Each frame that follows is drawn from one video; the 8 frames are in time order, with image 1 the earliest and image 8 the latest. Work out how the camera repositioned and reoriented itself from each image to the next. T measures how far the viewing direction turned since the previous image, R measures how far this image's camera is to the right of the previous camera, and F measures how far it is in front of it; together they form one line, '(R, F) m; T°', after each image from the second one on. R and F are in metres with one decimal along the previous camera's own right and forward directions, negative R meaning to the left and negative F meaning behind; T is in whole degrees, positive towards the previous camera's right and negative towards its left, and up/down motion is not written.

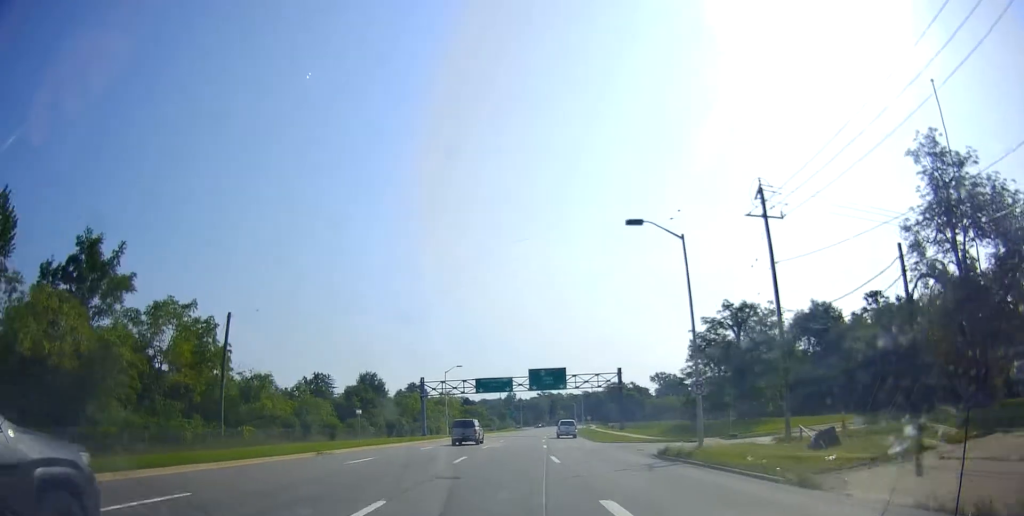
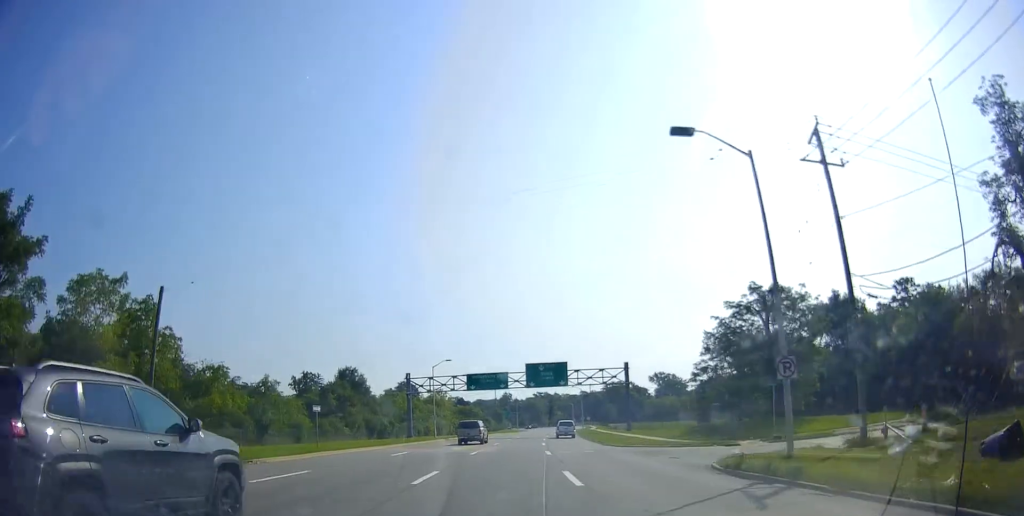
(0.0, +8.2) m; 0°
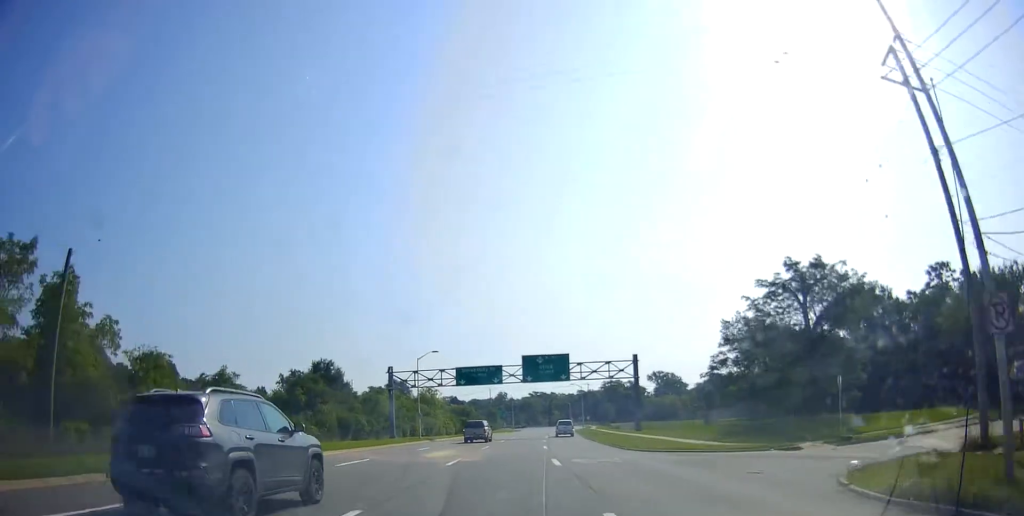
(-0.2, +8.3) m; 0°
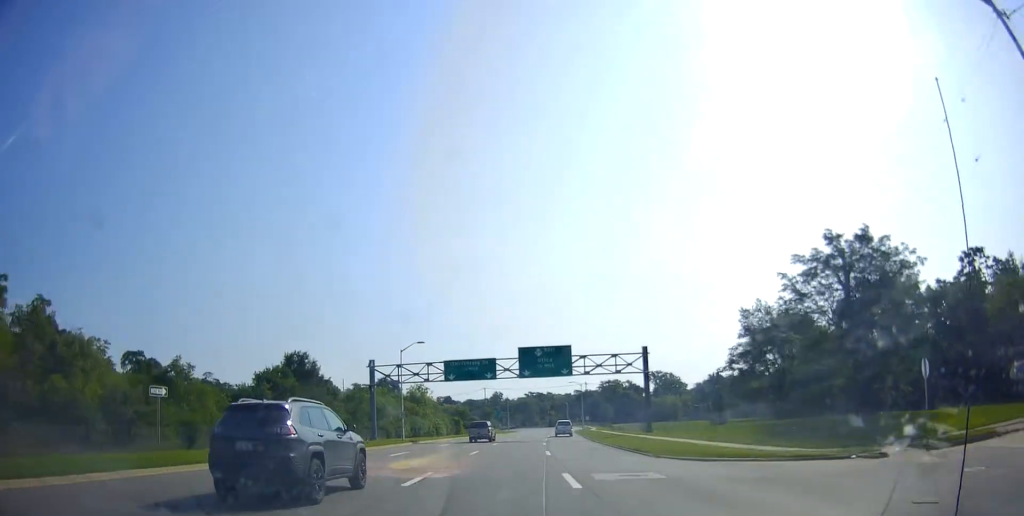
(-0.1, +7.1) m; 0°
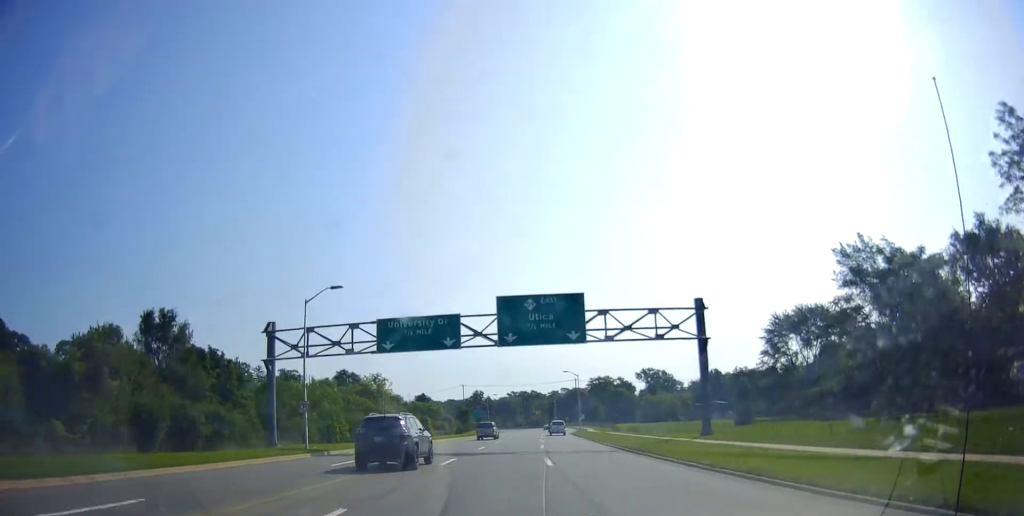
(+0.9, +22.7) m; +3°
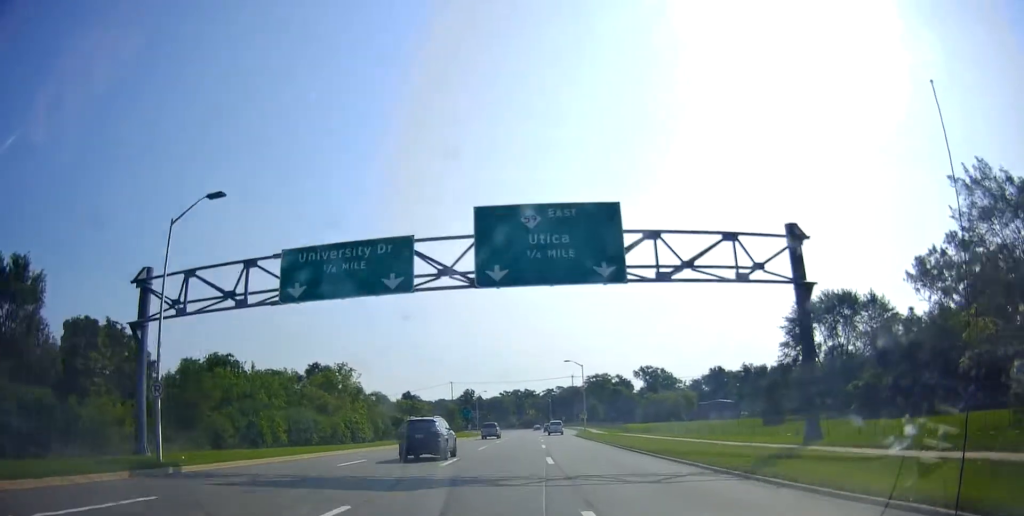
(+0.3, +14.5) m; 0°
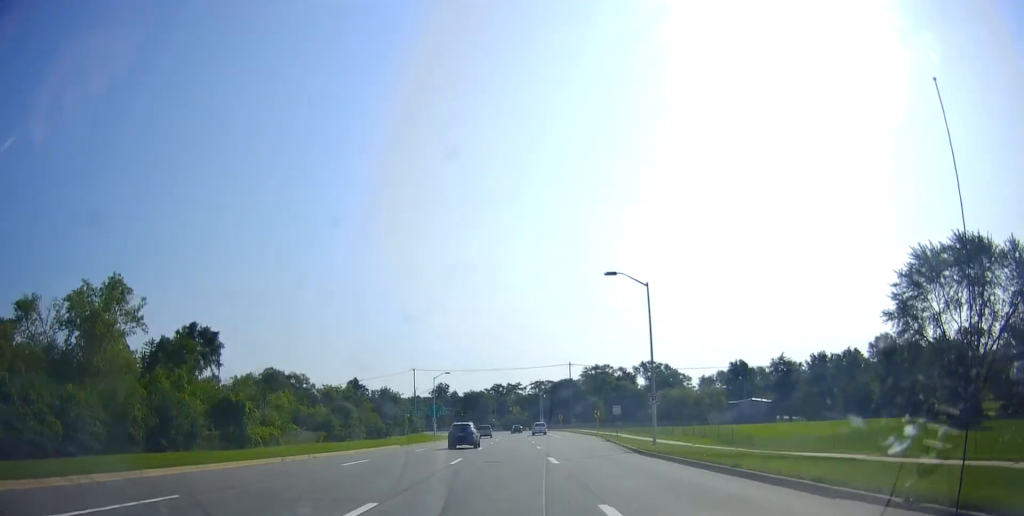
(+0.6, +44.4) m; +2°
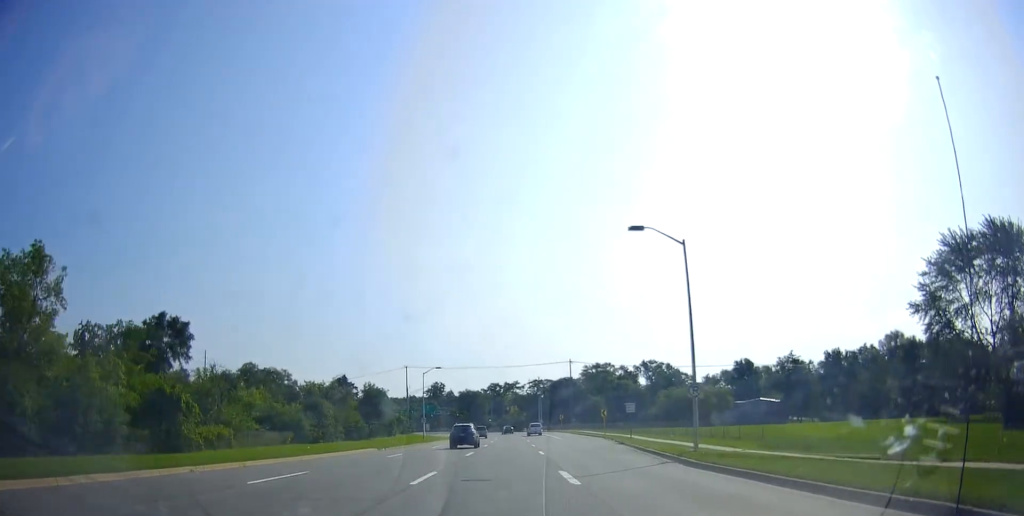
(0.0, +7.6) m; 0°
